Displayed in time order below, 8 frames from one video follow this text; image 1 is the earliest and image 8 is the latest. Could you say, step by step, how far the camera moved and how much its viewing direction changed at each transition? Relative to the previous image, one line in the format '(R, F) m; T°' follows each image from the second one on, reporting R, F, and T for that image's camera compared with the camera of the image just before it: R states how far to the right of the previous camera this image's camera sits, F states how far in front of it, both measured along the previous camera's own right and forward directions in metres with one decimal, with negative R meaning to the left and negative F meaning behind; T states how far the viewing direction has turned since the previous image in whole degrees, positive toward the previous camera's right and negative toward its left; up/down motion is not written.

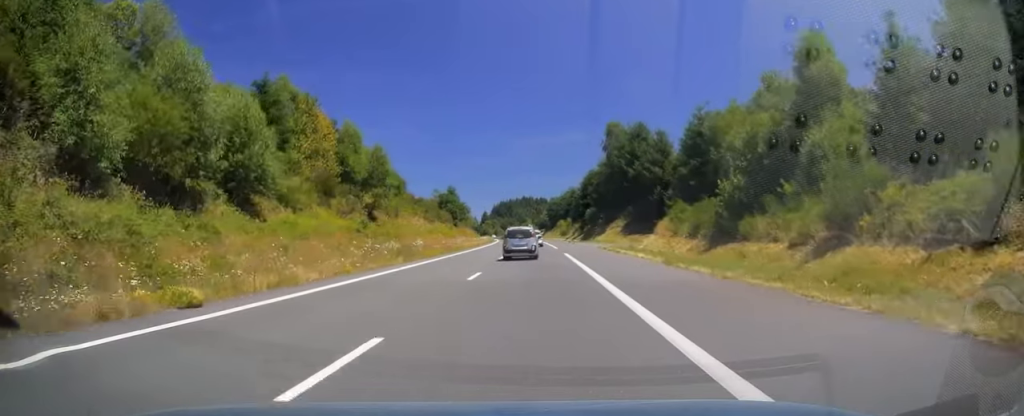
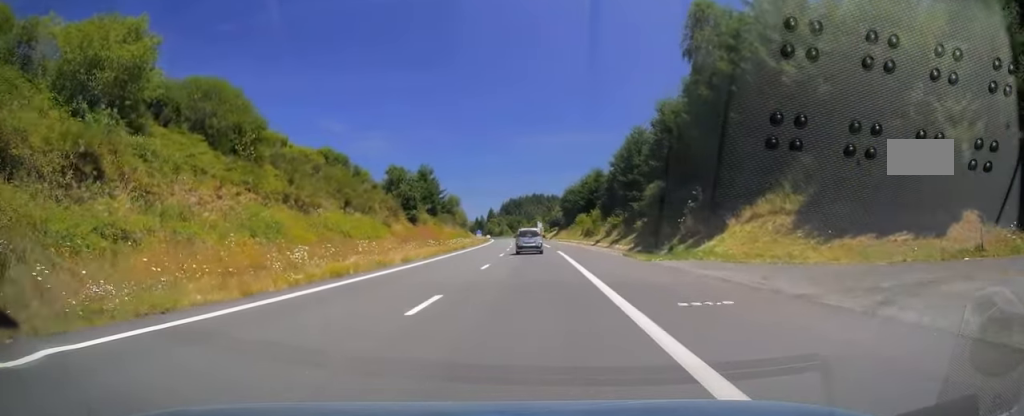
(-0.6, +47.1) m; -2°
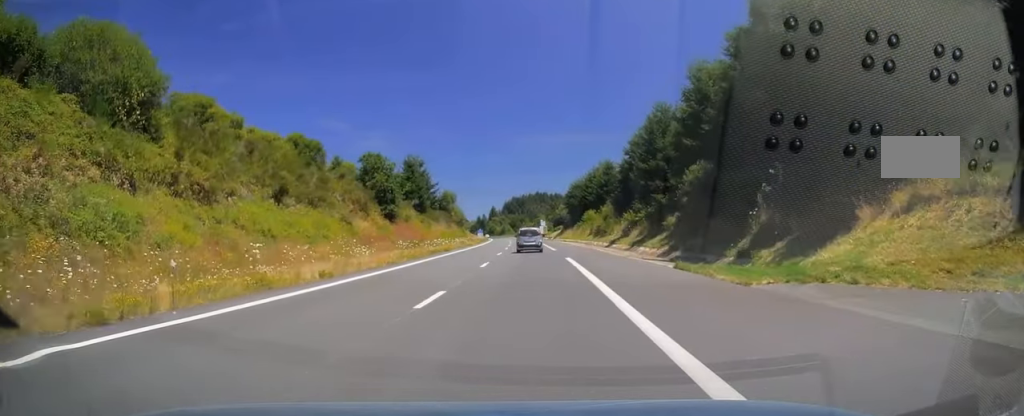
(0.0, +12.2) m; 0°
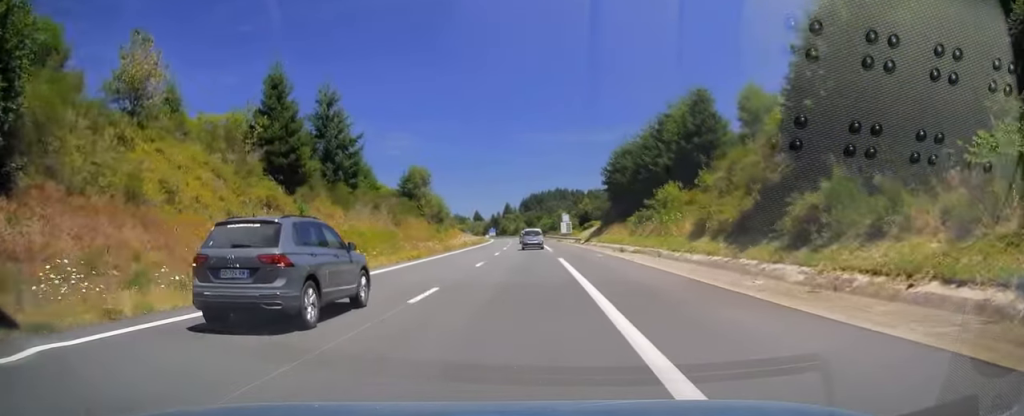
(-0.1, +51.5) m; -1°
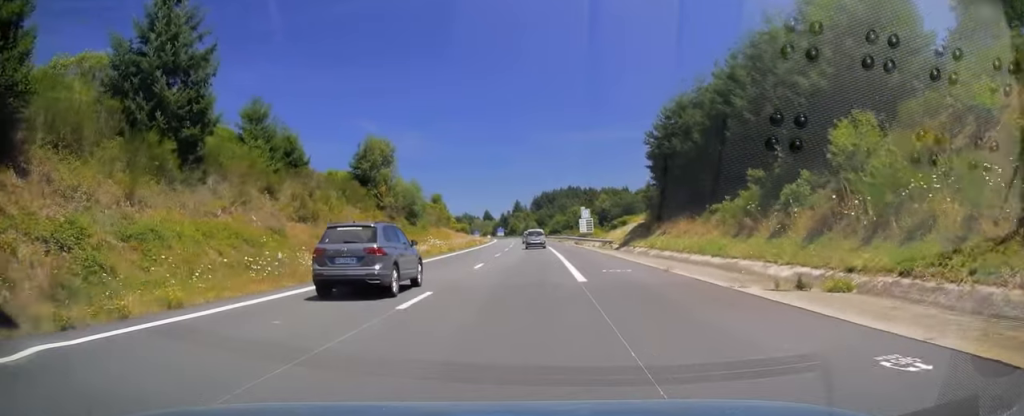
(-0.4, +26.9) m; -1°
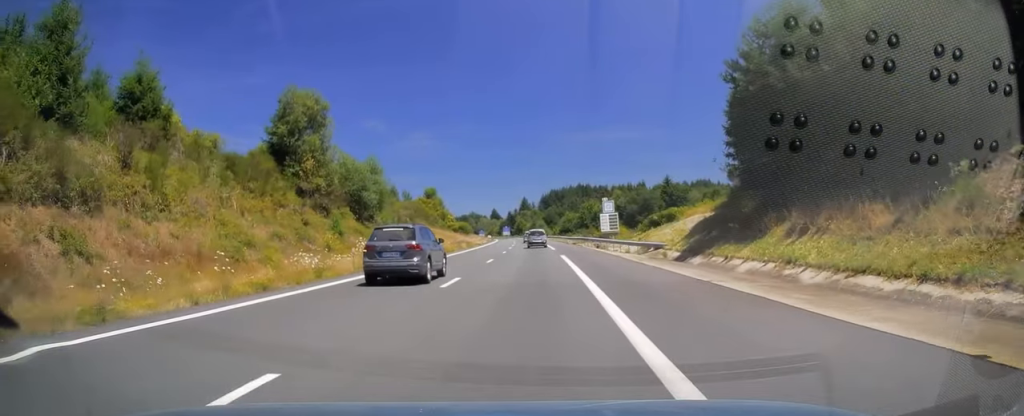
(0.0, +21.6) m; -1°
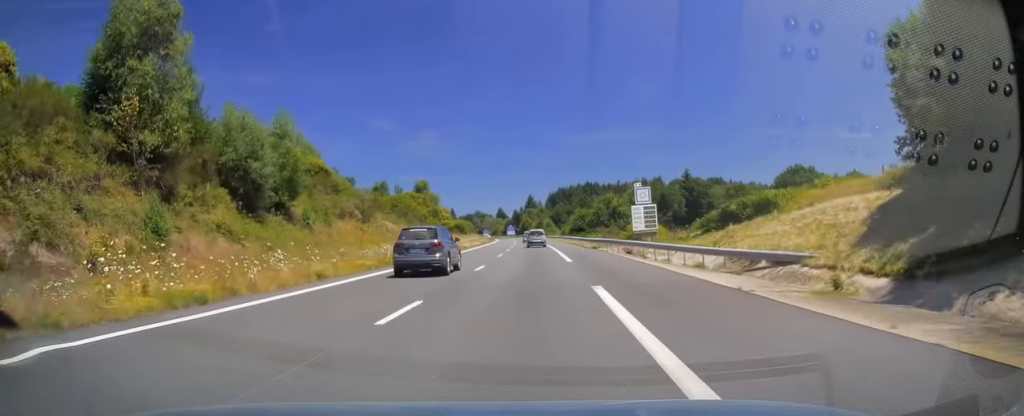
(-0.1, +19.6) m; -1°
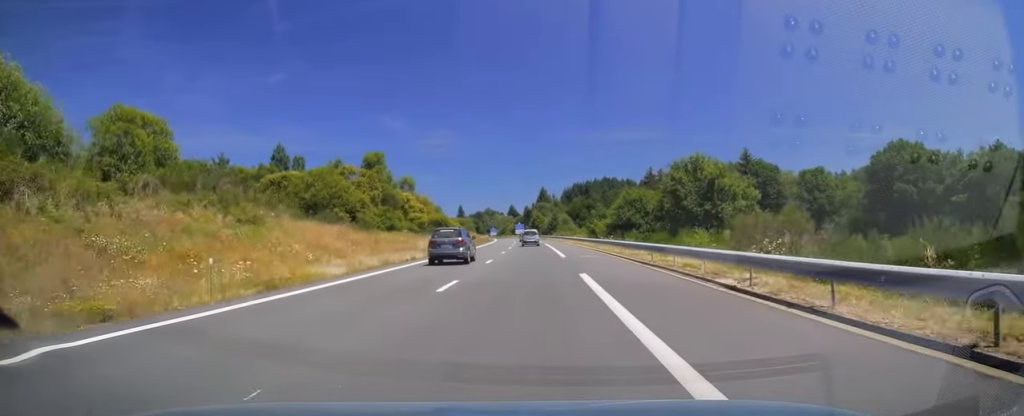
(-0.5, +47.0) m; -2°
